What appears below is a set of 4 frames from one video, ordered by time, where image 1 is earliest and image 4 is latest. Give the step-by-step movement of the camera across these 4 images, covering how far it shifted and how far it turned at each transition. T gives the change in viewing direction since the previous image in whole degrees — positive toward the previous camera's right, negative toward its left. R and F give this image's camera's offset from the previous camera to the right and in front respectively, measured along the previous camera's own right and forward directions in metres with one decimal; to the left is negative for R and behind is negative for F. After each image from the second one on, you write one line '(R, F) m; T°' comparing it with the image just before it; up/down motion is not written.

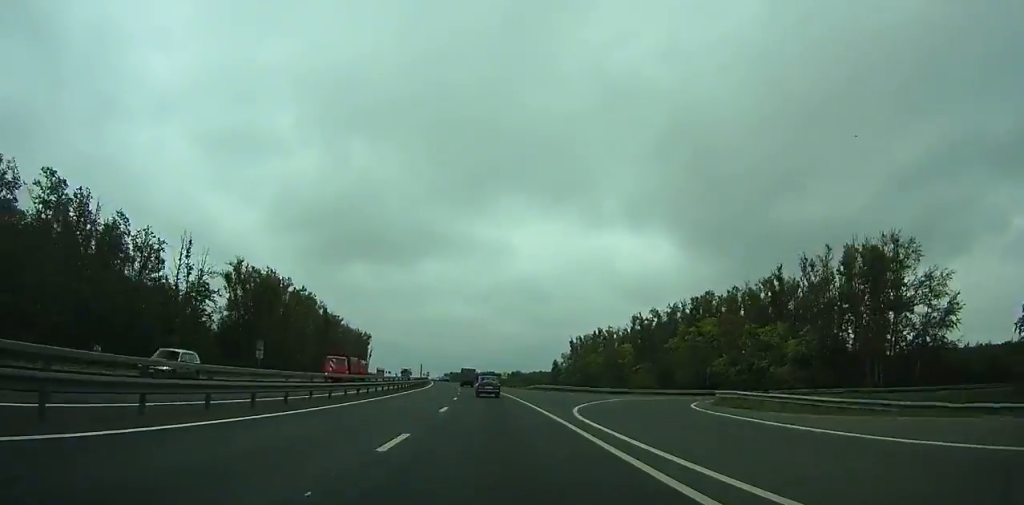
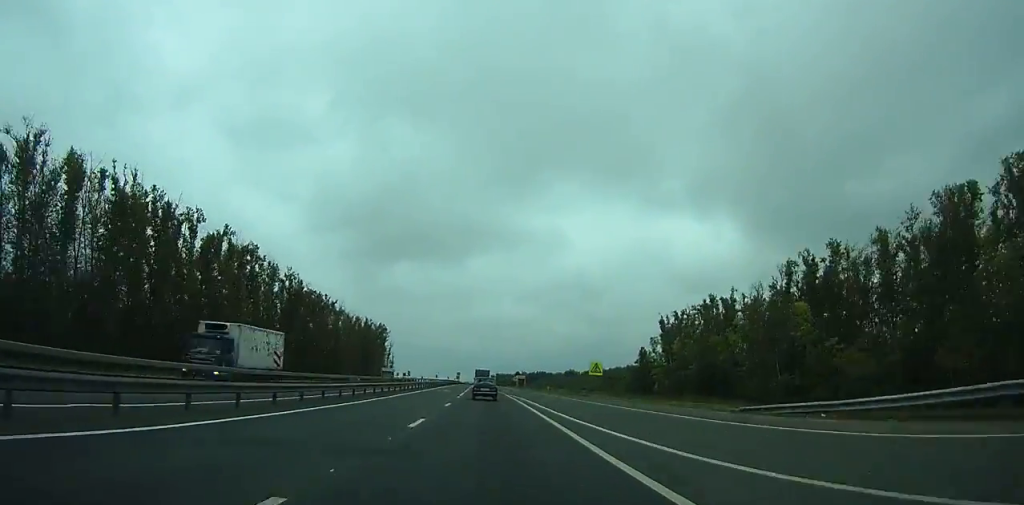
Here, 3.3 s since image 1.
(-3.1, +74.3) m; -4°
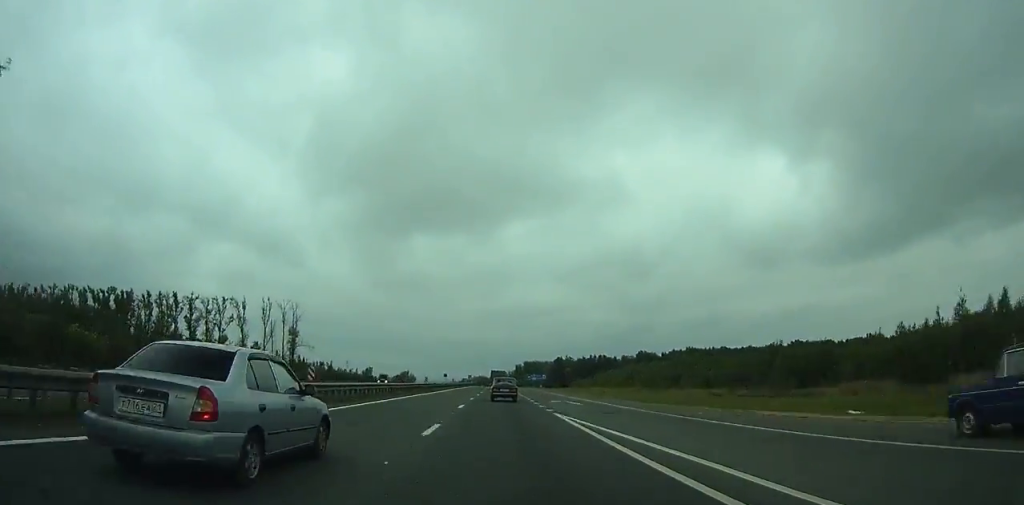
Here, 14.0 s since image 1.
(-13.1, +244.1) m; -3°
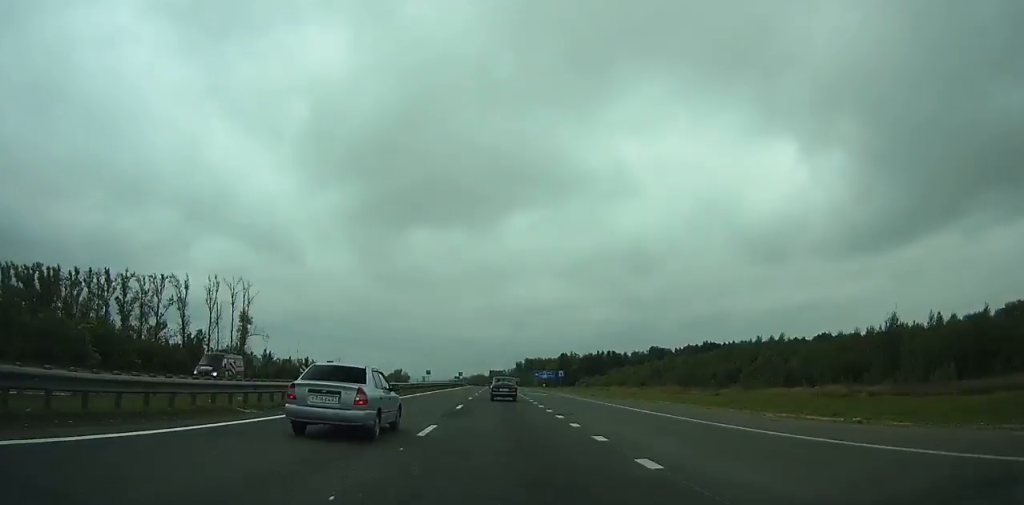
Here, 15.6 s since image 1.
(-0.1, +37.0) m; 0°
